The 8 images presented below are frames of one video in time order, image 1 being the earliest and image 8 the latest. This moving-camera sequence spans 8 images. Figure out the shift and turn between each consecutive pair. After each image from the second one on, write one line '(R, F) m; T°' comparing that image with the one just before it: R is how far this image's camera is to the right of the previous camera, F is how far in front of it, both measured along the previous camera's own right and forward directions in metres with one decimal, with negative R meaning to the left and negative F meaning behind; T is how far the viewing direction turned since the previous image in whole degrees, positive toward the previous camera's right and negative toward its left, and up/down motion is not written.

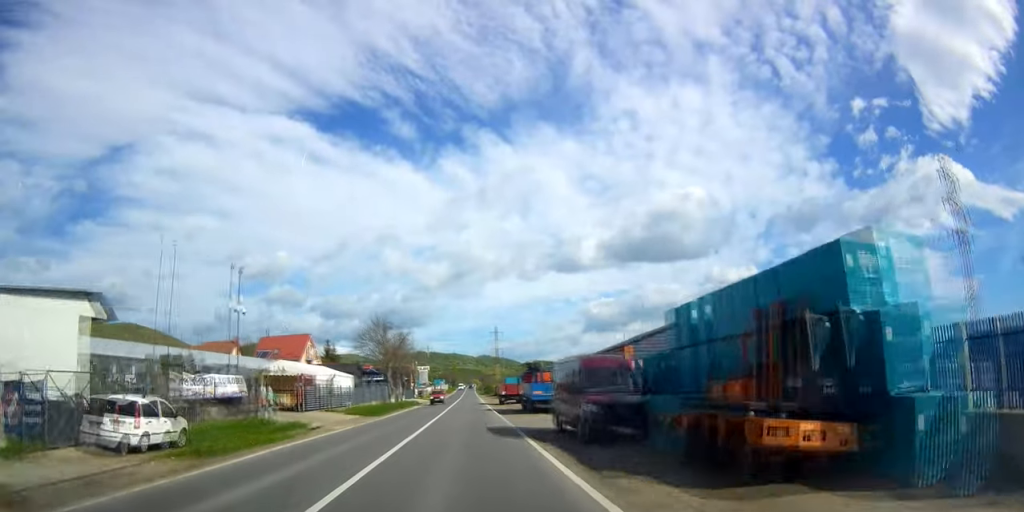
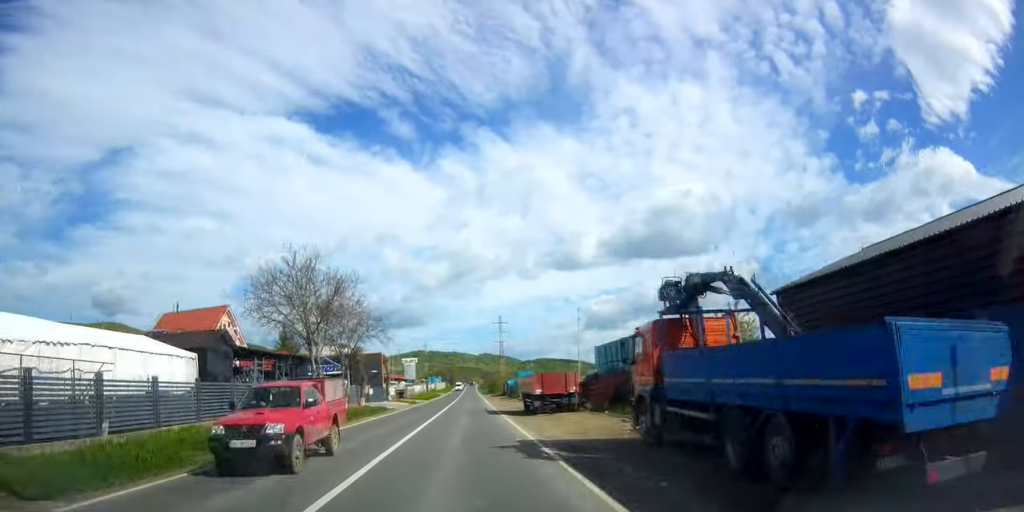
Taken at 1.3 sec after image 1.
(+0.2, +28.5) m; +1°
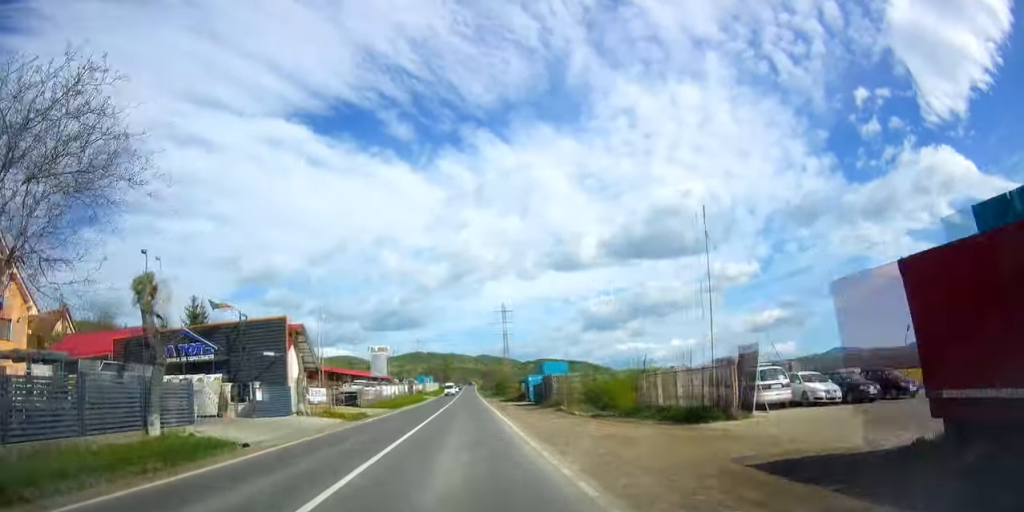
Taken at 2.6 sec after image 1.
(+0.2, +34.8) m; 0°
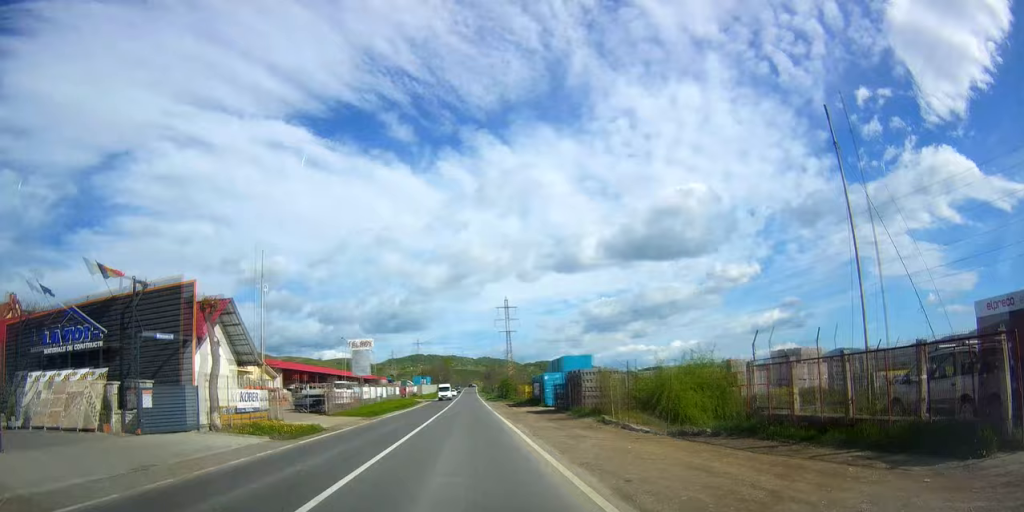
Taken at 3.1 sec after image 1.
(0.0, +13.3) m; 0°
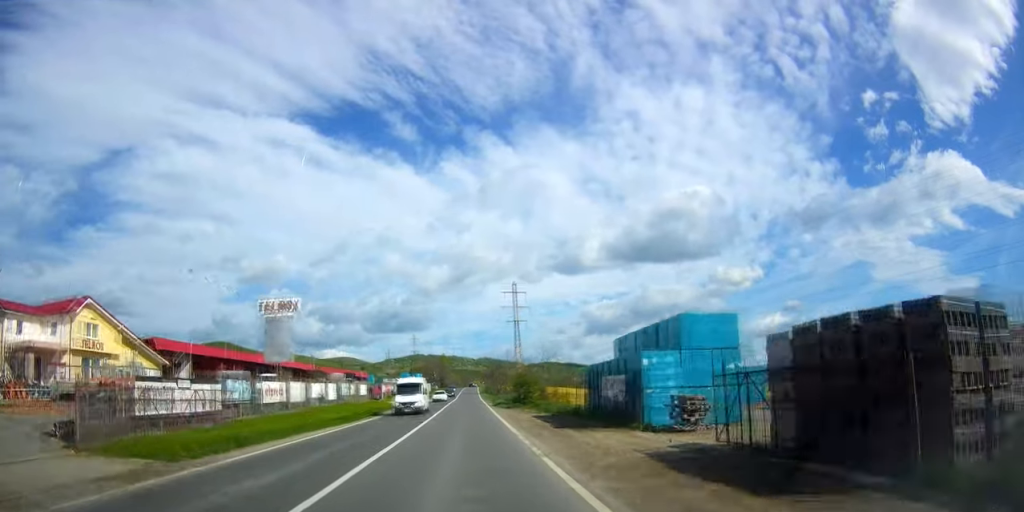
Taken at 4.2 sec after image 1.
(-0.1, +29.4) m; 0°
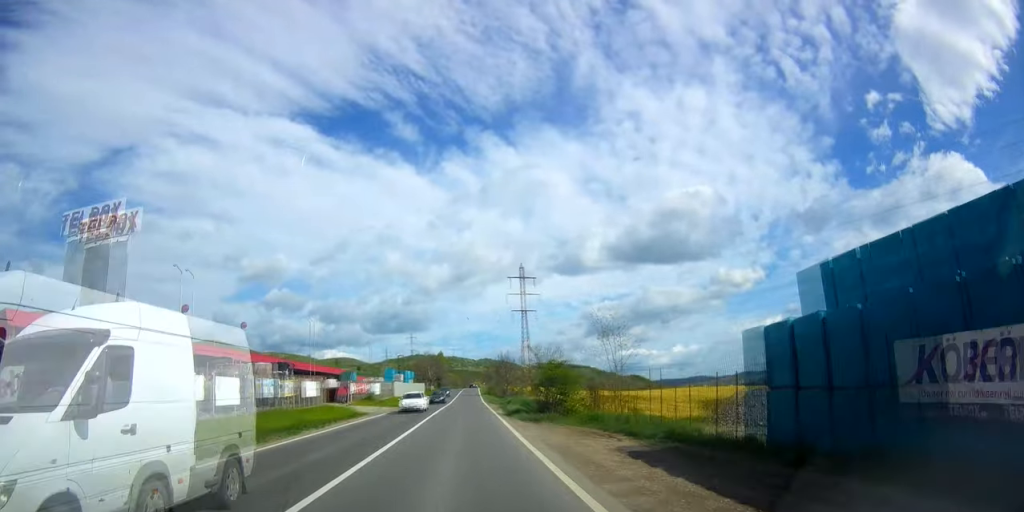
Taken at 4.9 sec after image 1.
(0.0, +20.1) m; 0°
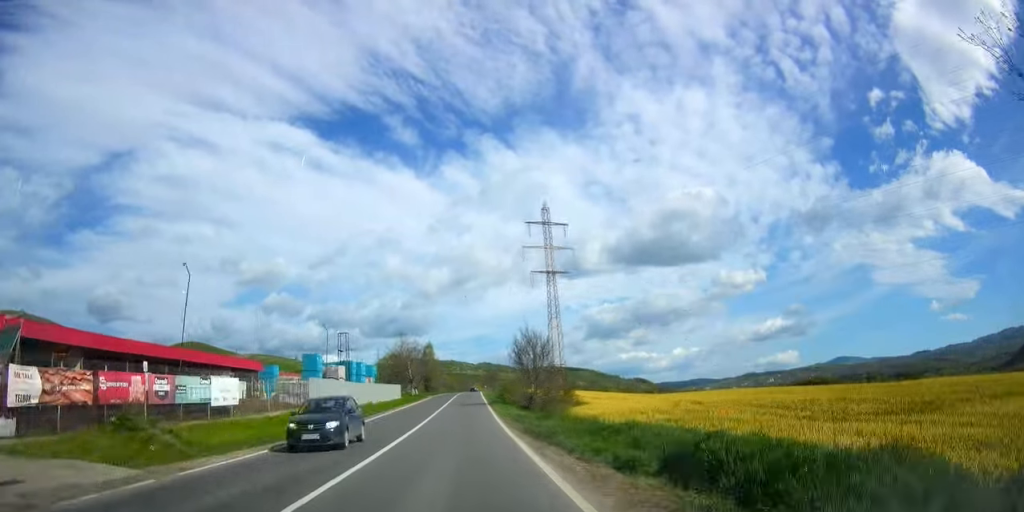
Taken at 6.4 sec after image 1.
(+0.1, +43.3) m; +1°
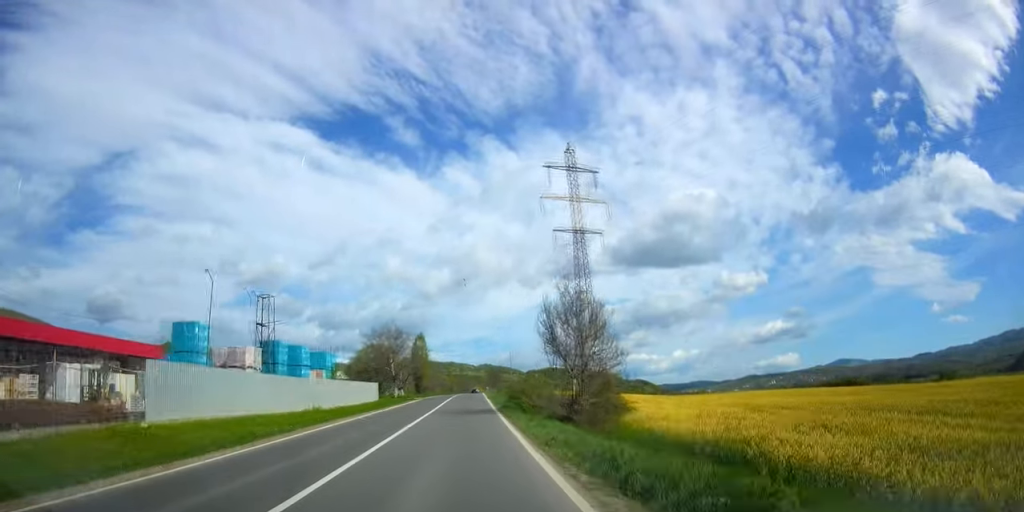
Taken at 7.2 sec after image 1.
(+0.1, +21.1) m; 0°
